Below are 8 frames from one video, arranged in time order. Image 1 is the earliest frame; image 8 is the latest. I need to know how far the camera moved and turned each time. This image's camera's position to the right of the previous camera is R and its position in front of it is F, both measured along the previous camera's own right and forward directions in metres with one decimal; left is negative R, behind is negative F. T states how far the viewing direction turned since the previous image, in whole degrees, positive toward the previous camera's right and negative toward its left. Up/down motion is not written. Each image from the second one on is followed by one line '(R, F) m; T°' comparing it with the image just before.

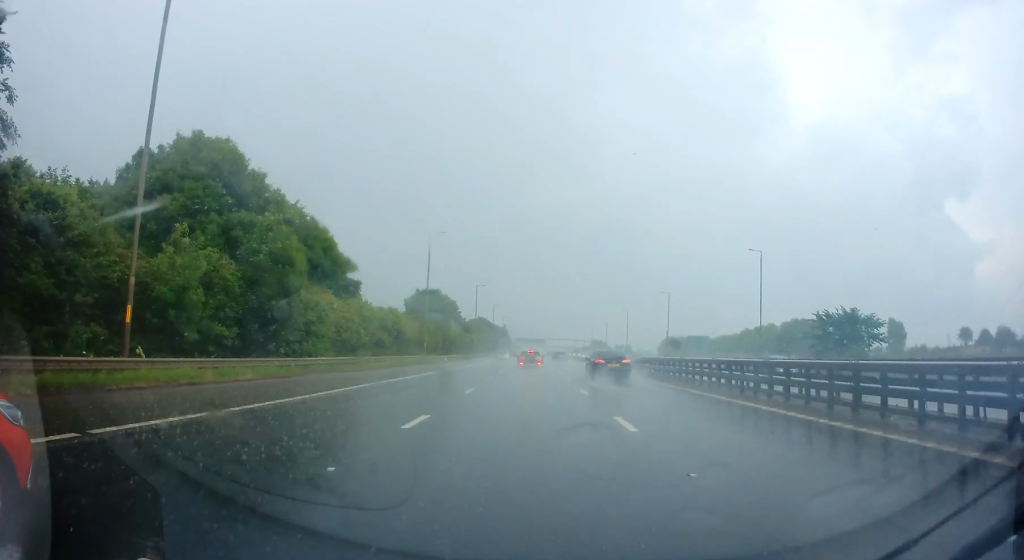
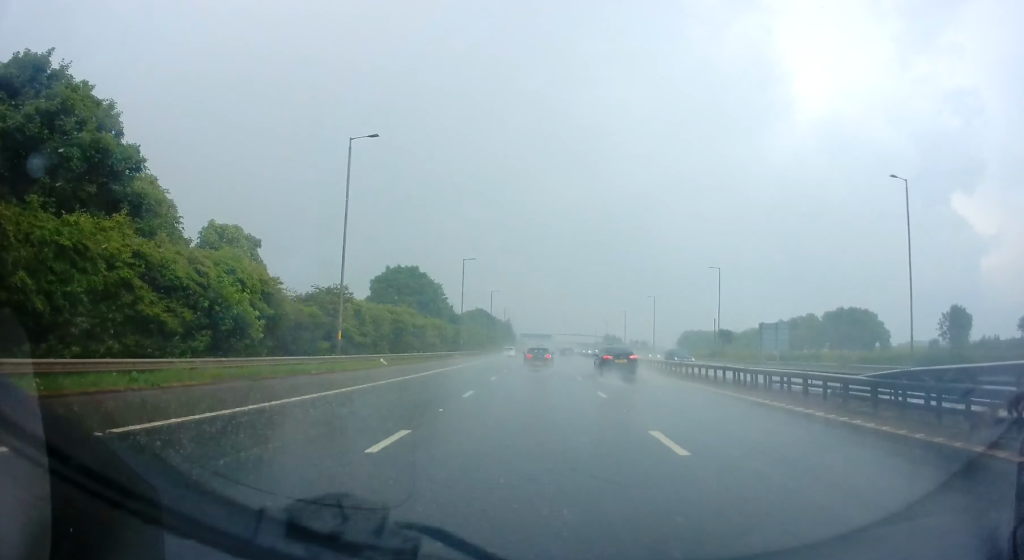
(-0.4, +30.0) m; 0°
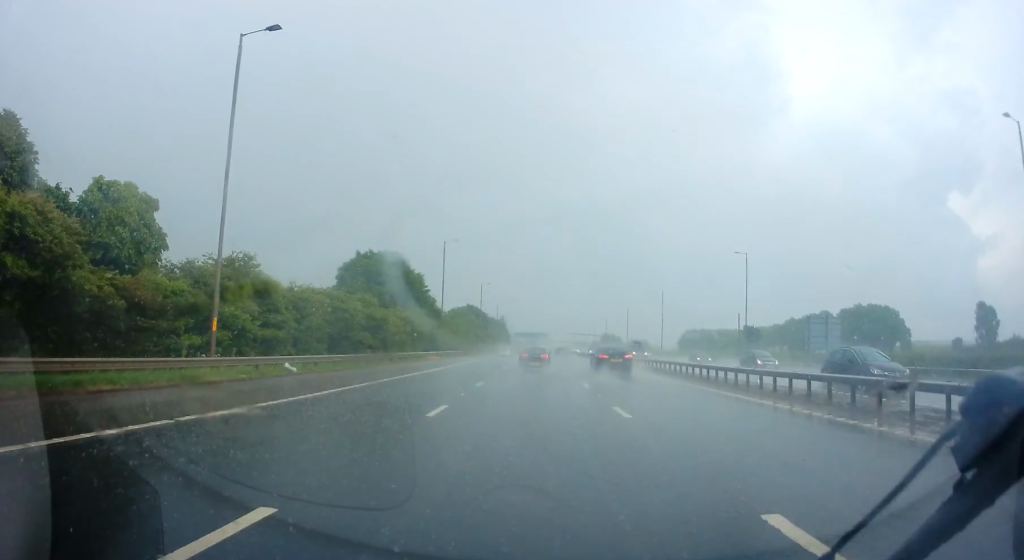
(+0.3, +13.8) m; +1°
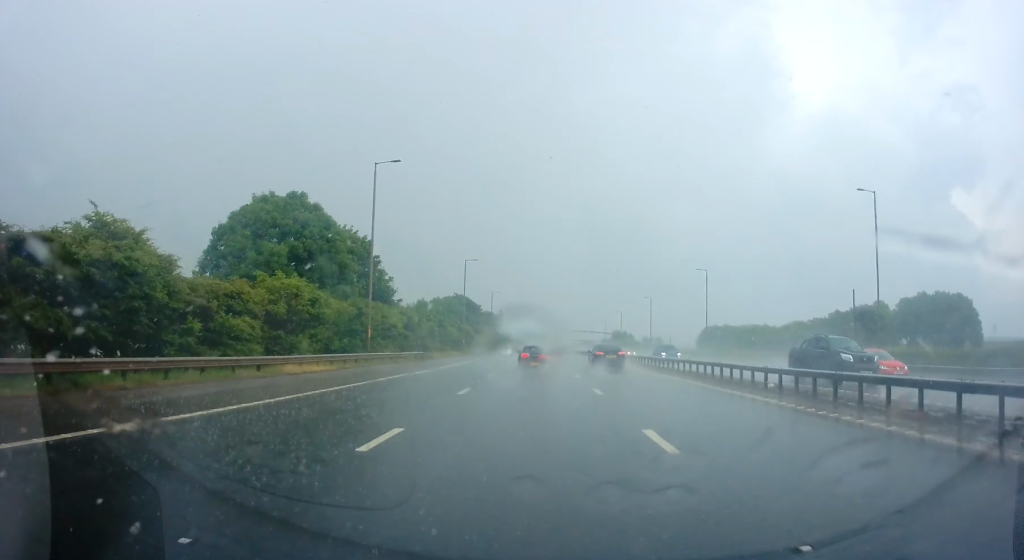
(-0.7, +31.3) m; -2°
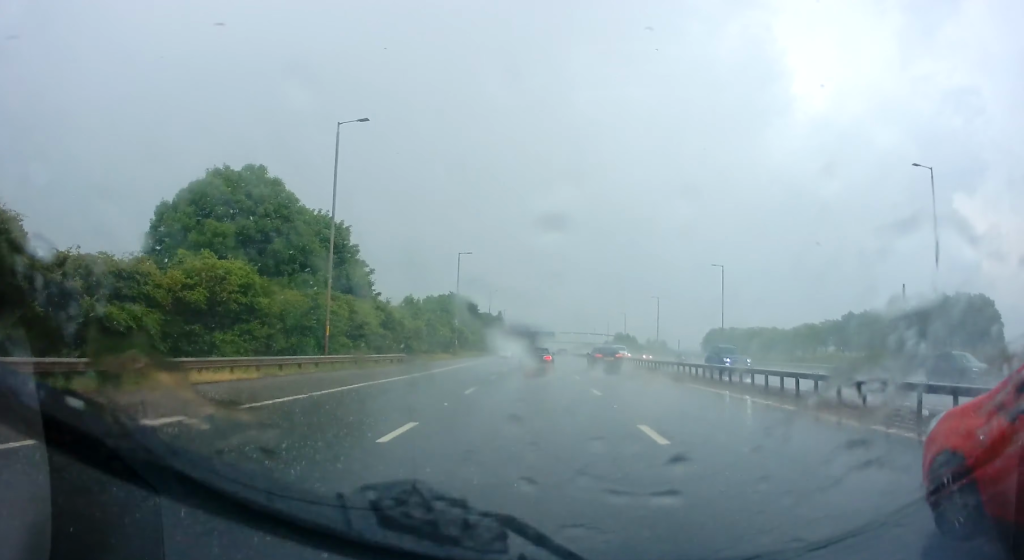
(-0.3, +8.2) m; +1°
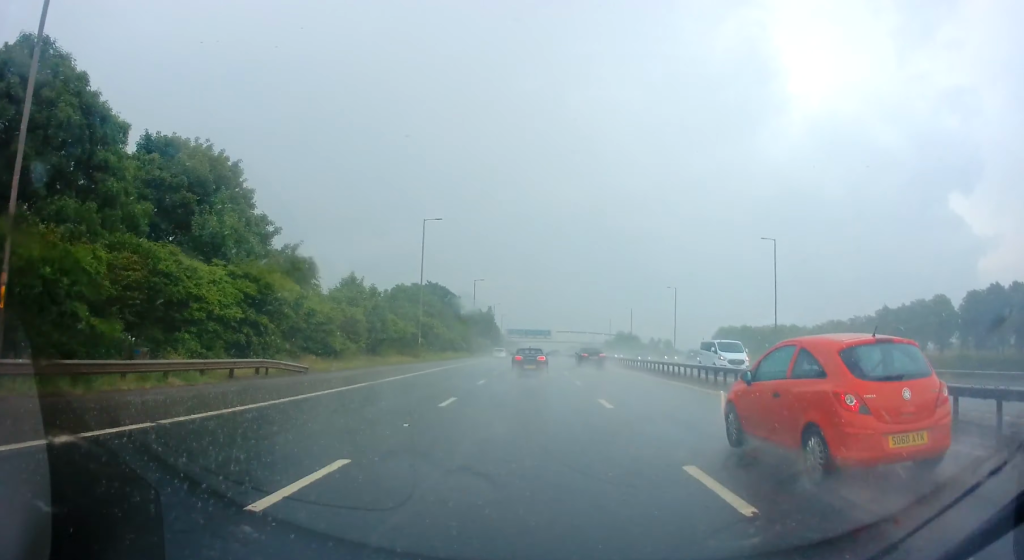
(+0.8, +21.7) m; 0°
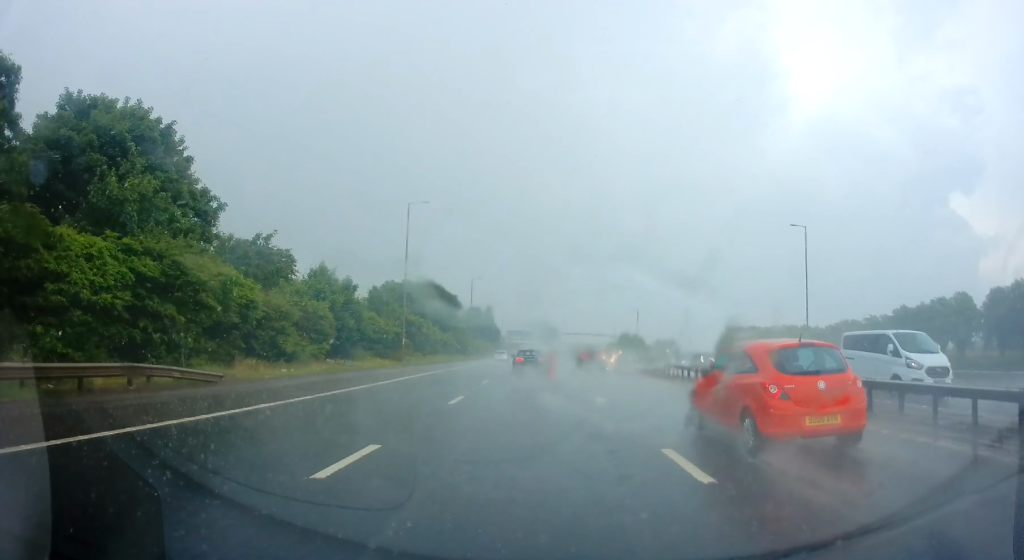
(-0.1, +7.8) m; -1°
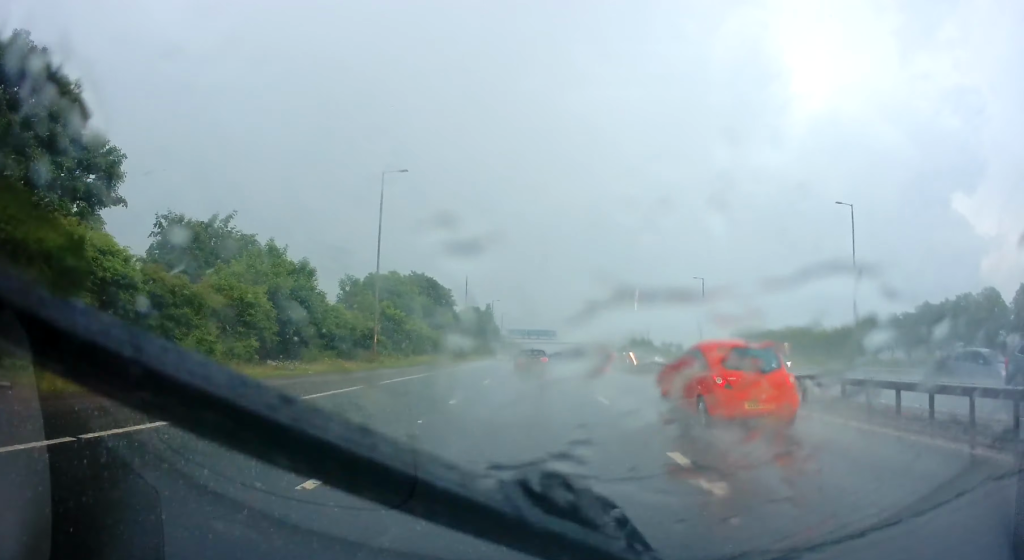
(-0.1, +9.4) m; 0°
